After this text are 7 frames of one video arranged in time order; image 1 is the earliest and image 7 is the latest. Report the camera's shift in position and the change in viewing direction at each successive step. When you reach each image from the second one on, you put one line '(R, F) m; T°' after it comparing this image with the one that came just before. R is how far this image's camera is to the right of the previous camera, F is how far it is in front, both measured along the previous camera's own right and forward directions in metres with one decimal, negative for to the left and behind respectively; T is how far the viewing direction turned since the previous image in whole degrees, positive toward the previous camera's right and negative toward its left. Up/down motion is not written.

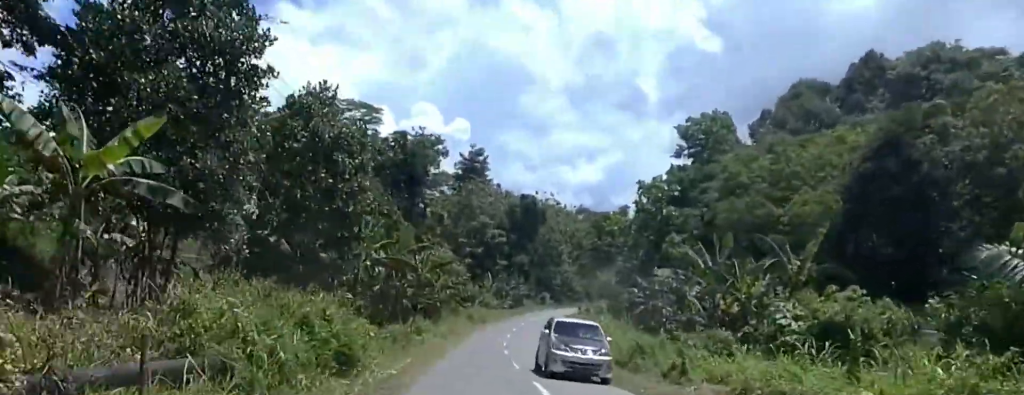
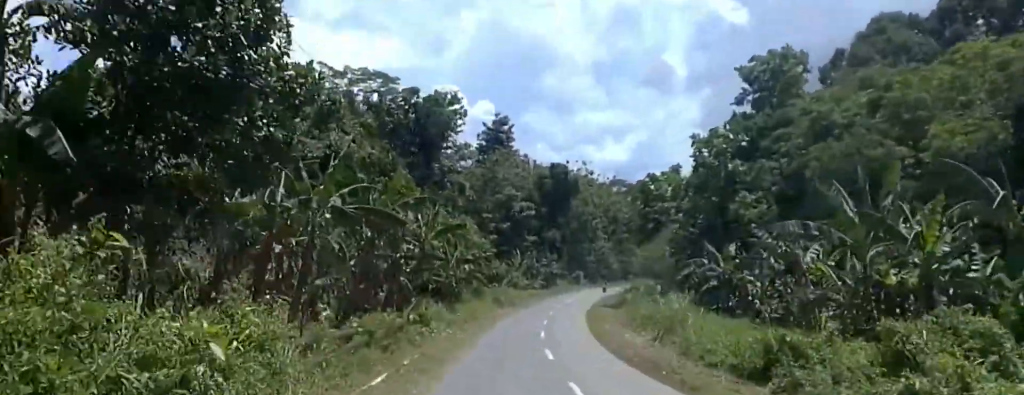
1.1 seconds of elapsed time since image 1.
(+0.5, +9.9) m; +2°
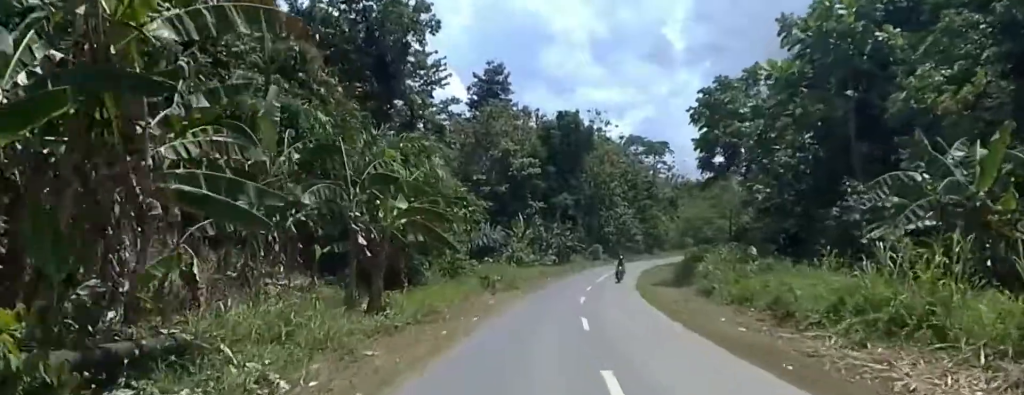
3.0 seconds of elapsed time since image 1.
(-2.3, +19.0) m; -1°
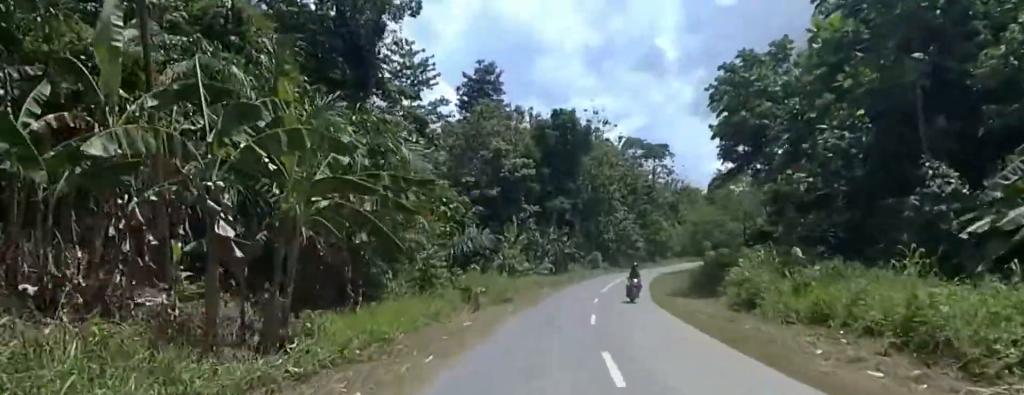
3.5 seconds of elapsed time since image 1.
(+1.1, +5.8) m; +4°
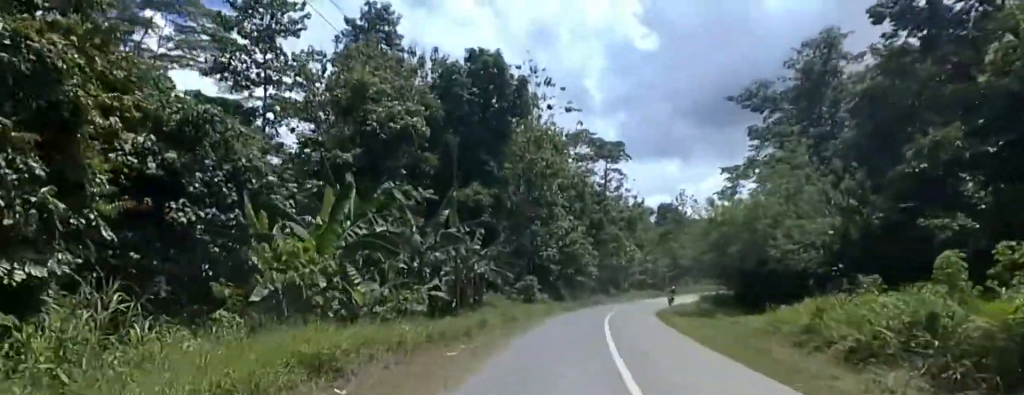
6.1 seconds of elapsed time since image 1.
(-0.3, +29.4) m; +4°
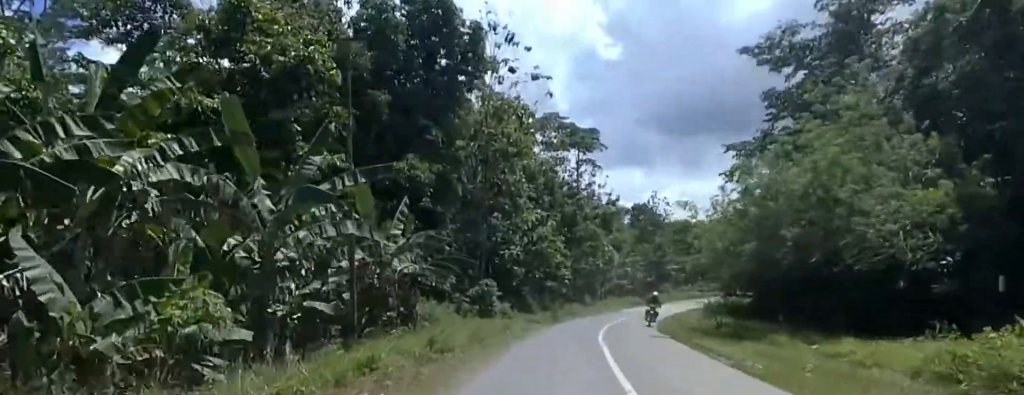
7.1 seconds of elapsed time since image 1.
(+1.4, +10.7) m; +4°
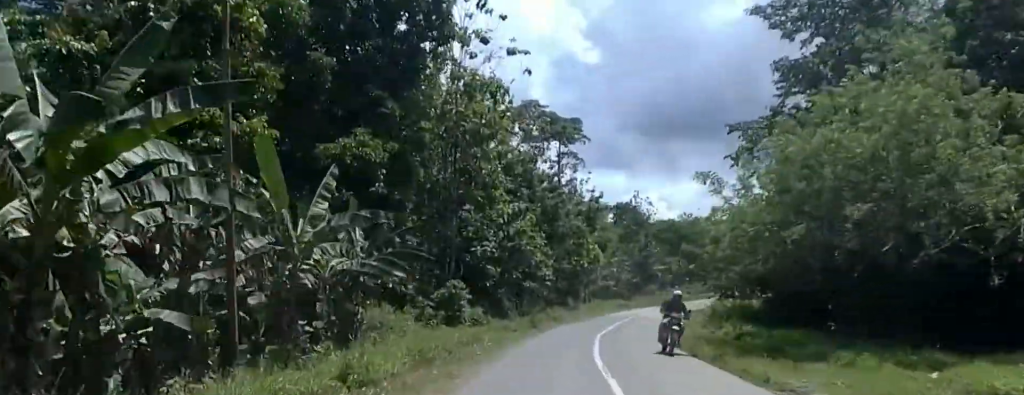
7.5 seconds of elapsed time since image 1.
(-0.5, +5.3) m; +3°
